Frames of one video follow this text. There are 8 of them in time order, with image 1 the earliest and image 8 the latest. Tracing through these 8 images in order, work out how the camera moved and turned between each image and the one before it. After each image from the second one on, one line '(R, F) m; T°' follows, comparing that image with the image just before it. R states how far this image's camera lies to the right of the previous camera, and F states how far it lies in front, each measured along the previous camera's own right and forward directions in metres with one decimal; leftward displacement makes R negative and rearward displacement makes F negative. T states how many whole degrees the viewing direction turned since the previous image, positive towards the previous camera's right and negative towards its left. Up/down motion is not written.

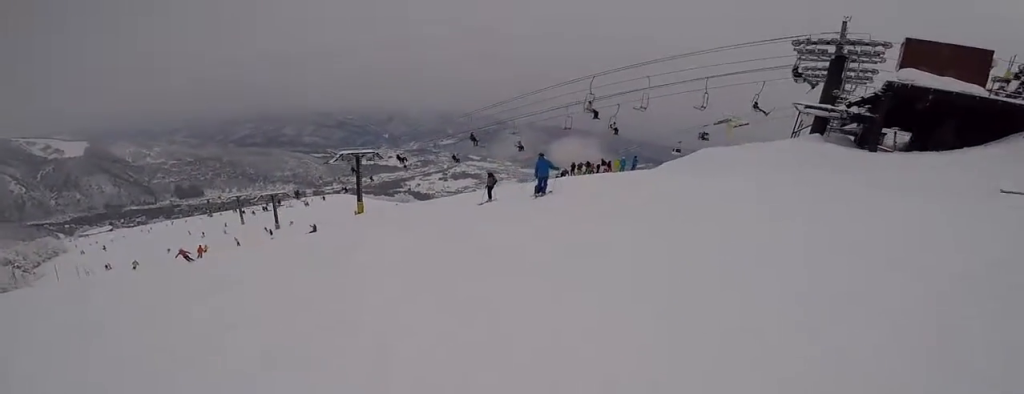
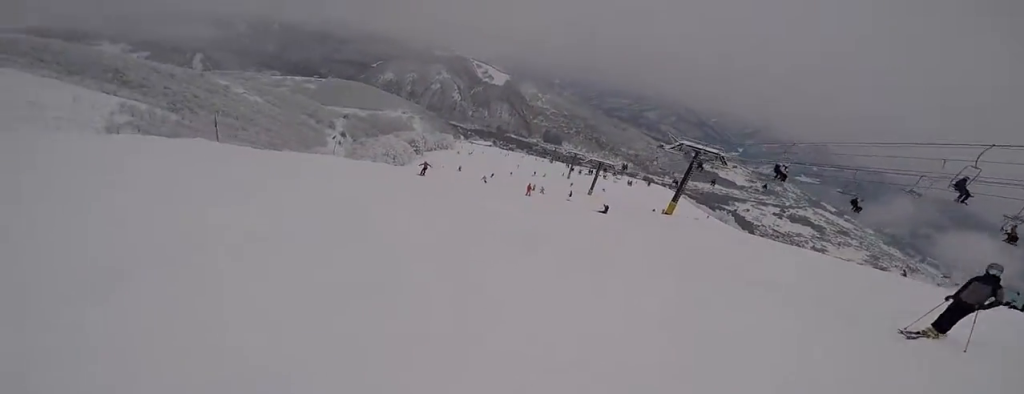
(-2.2, +9.2) m; -35°
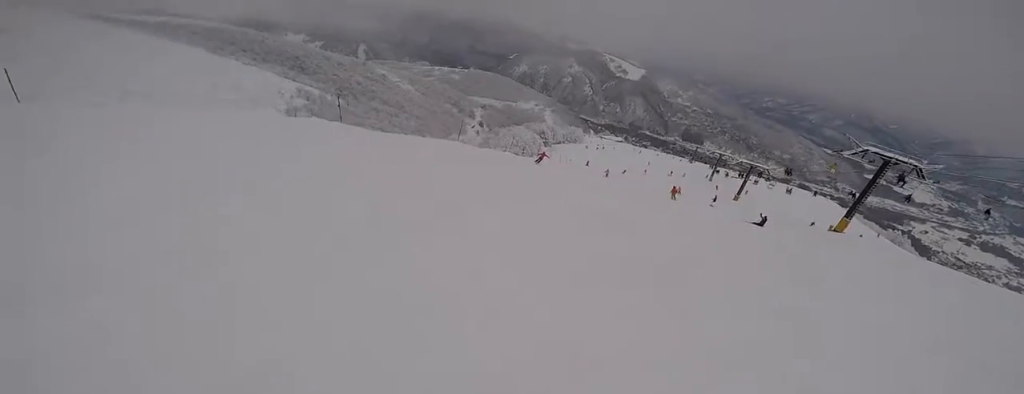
(-0.5, +3.0) m; -7°
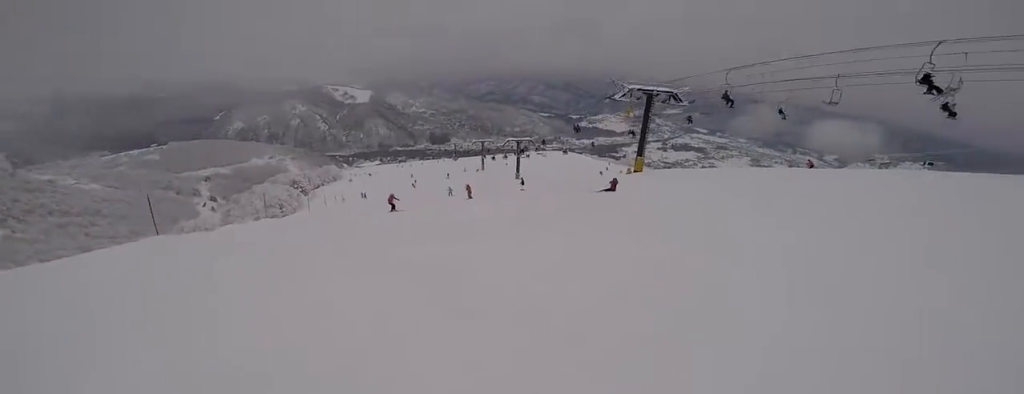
(+0.9, +8.6) m; +32°
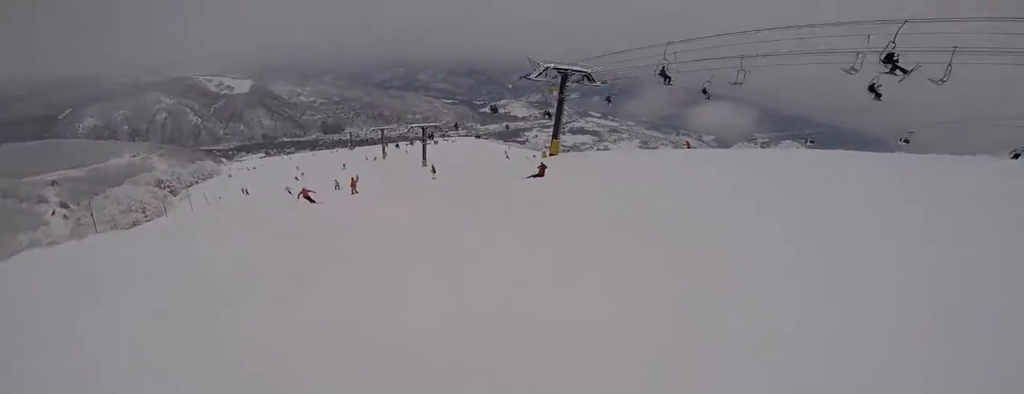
(+0.6, +3.2) m; +21°
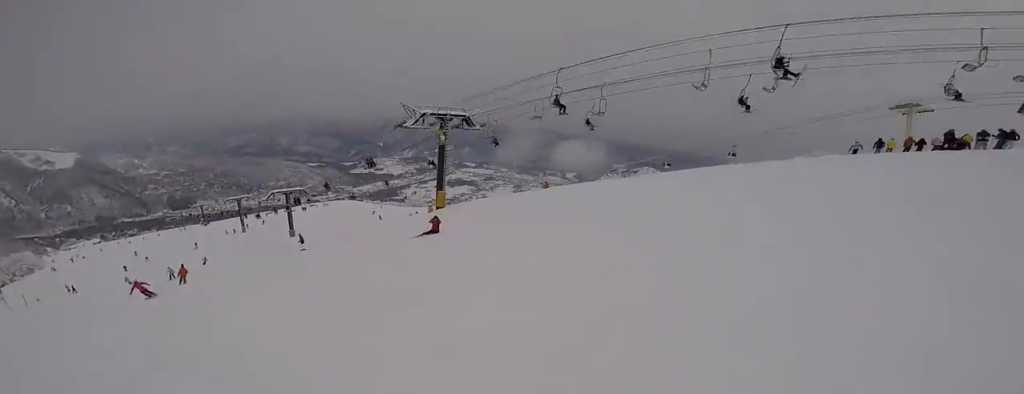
(+0.4, +2.5) m; +13°
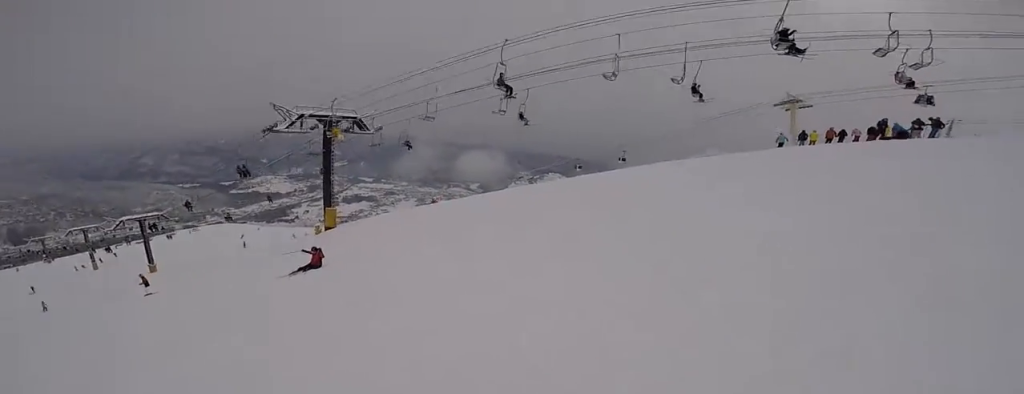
(+1.4, +4.0) m; +12°
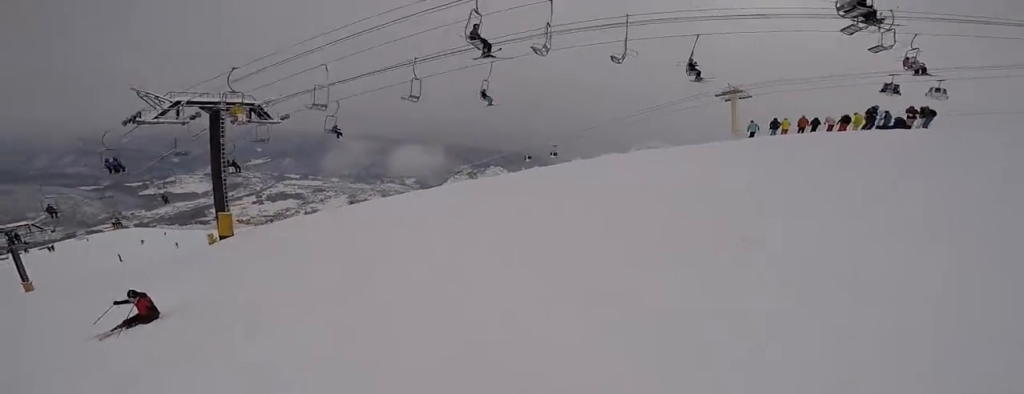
(-0.4, +4.3) m; -7°
